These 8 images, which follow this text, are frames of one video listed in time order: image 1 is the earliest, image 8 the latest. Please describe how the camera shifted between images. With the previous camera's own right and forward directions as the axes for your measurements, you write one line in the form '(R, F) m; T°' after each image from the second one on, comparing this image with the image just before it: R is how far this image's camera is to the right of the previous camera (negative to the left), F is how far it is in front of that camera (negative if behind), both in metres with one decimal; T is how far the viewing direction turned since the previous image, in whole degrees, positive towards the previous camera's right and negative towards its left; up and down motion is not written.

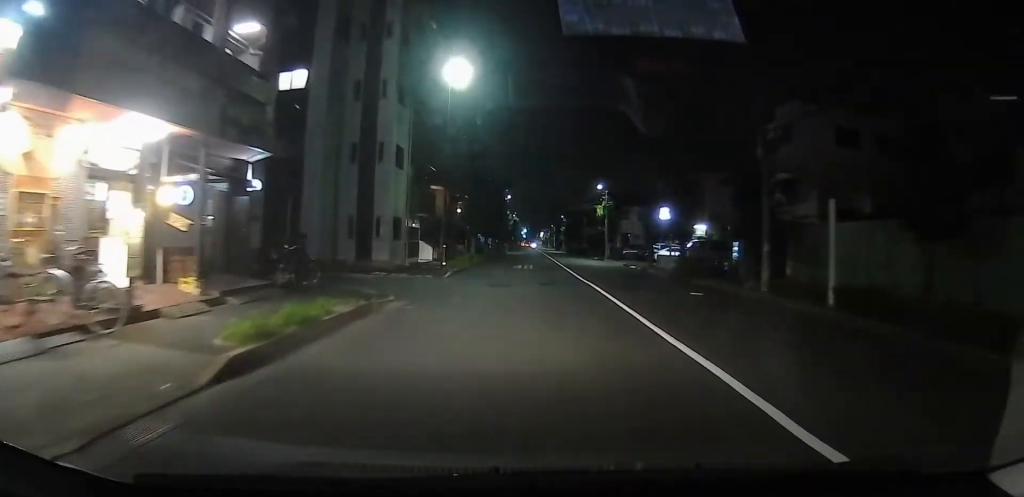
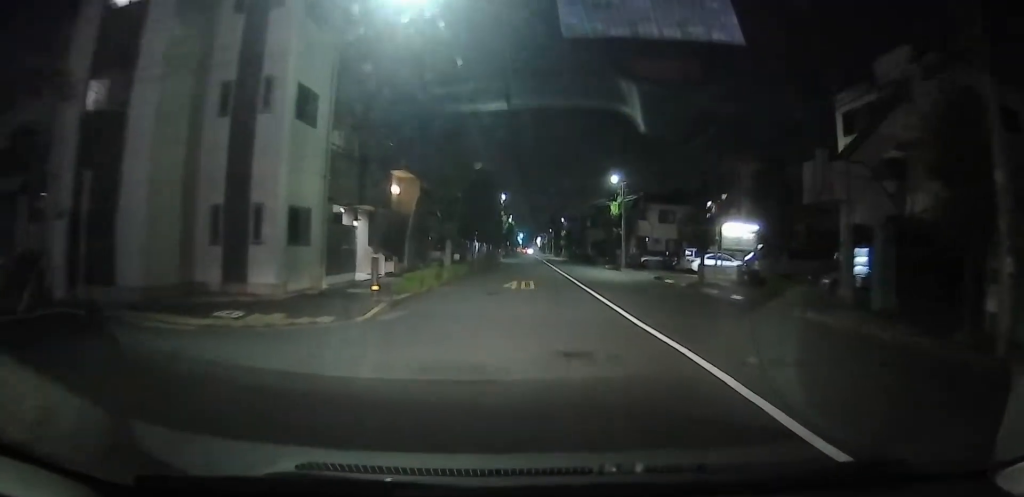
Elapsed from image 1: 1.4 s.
(+0.2, +13.6) m; +1°
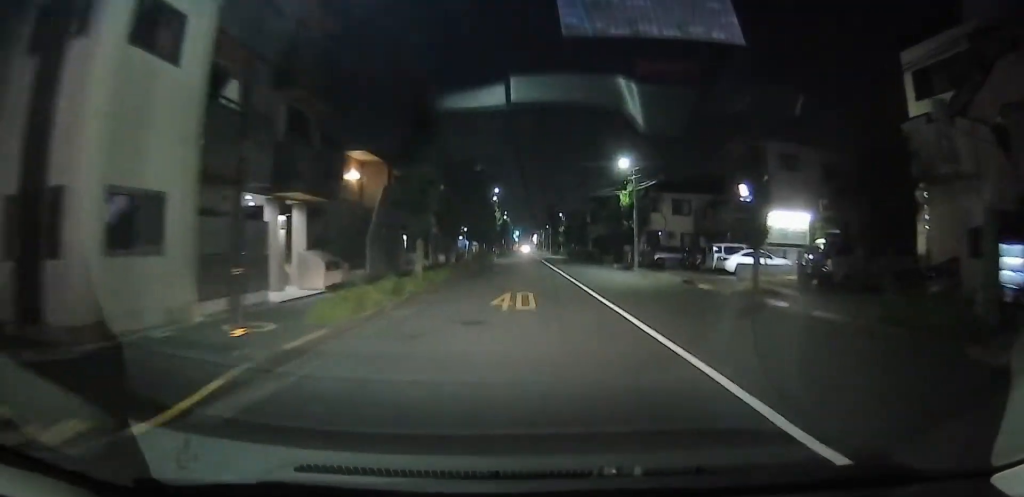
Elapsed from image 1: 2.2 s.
(0.0, +8.7) m; -1°
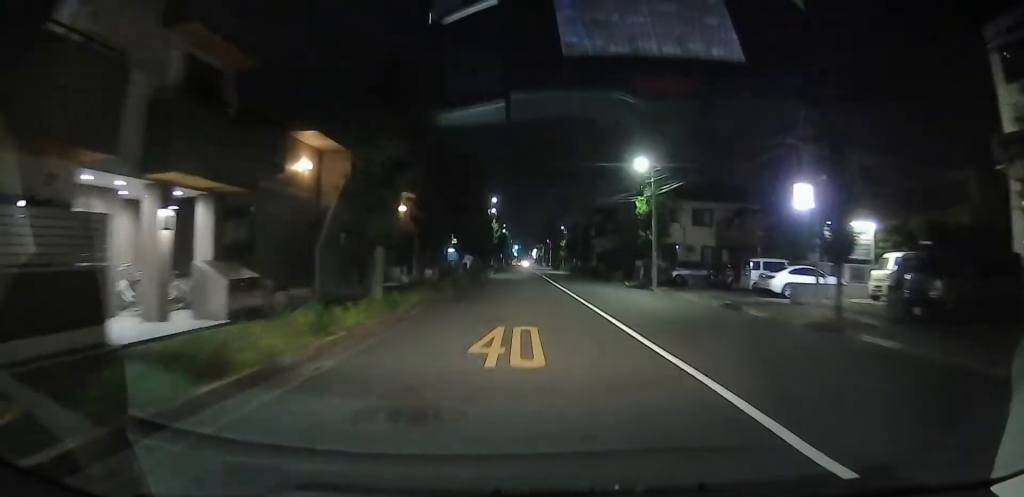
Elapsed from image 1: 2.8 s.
(+0.2, +7.3) m; -4°
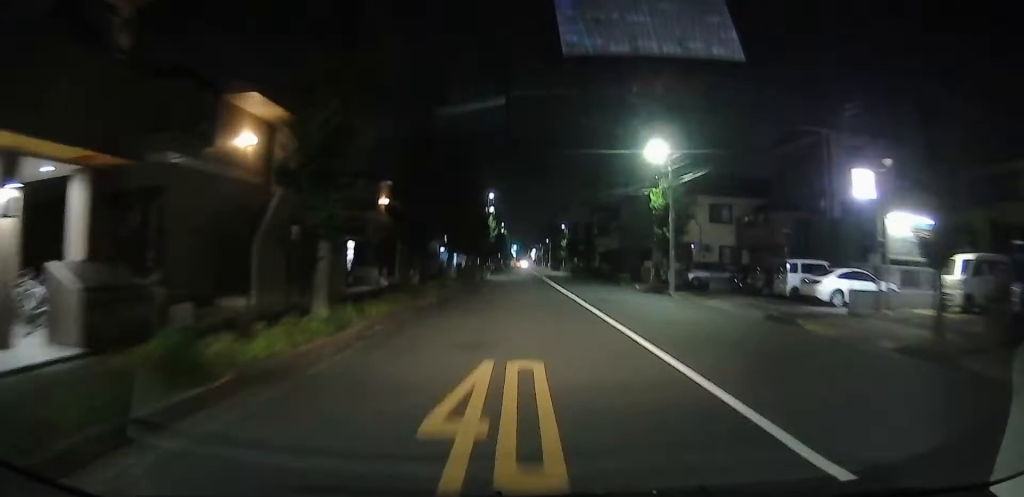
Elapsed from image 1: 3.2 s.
(-0.2, +5.1) m; -1°
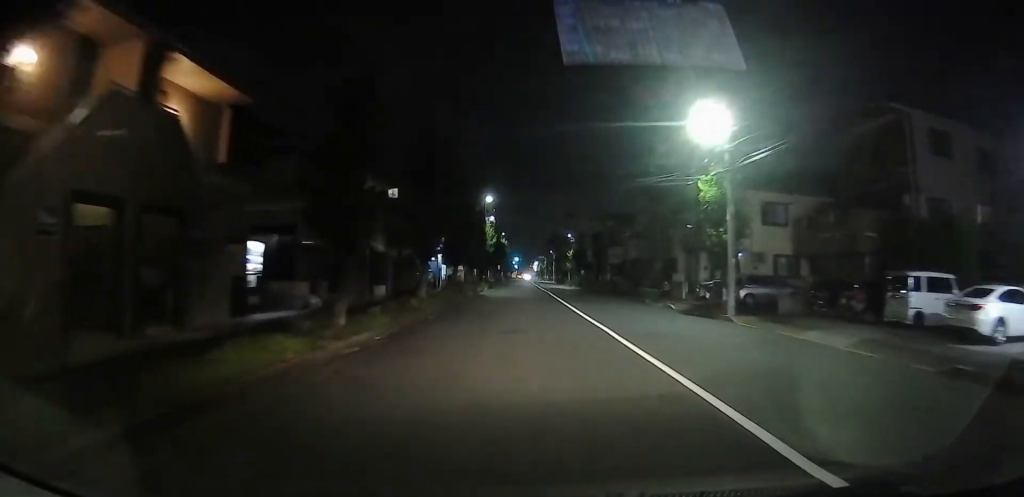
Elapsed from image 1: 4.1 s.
(-0.8, +9.8) m; 0°
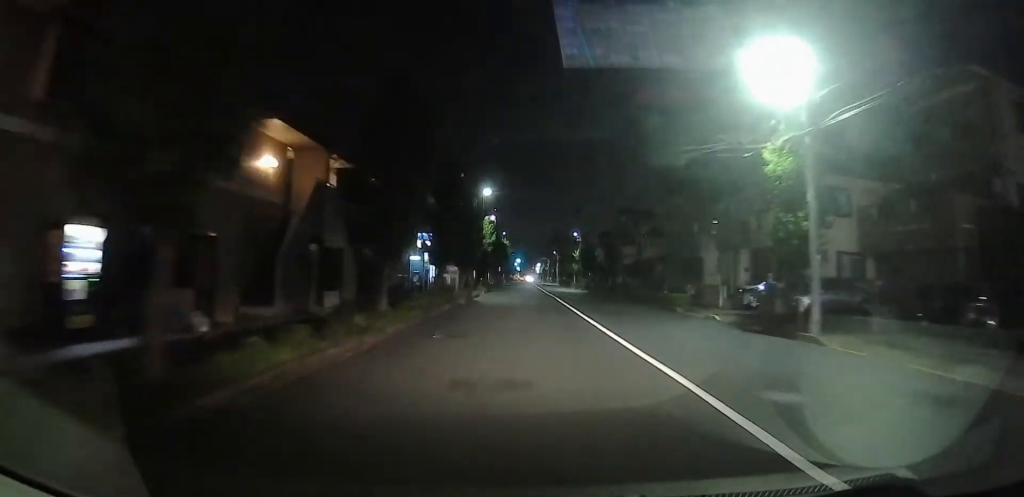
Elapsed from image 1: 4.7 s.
(+0.6, +7.6) m; +4°
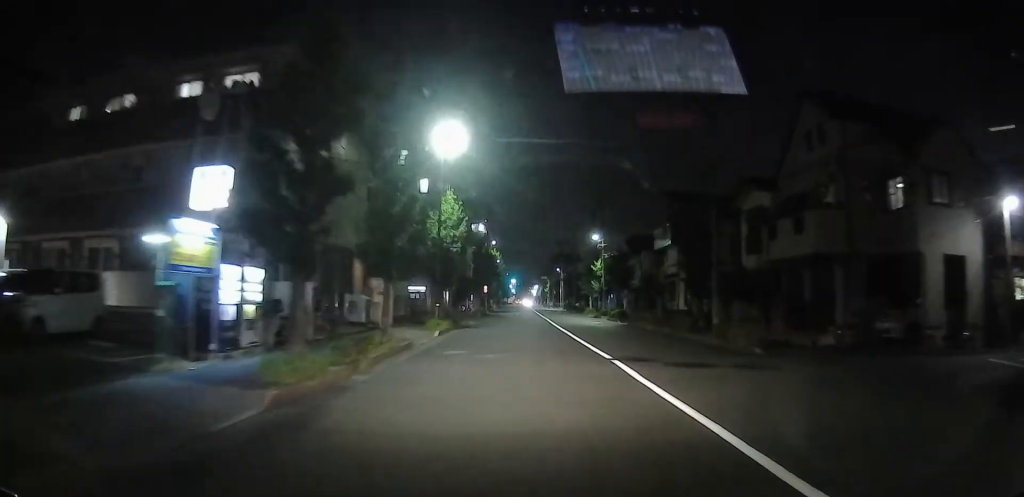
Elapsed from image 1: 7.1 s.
(+1.3, +29.3) m; +2°
